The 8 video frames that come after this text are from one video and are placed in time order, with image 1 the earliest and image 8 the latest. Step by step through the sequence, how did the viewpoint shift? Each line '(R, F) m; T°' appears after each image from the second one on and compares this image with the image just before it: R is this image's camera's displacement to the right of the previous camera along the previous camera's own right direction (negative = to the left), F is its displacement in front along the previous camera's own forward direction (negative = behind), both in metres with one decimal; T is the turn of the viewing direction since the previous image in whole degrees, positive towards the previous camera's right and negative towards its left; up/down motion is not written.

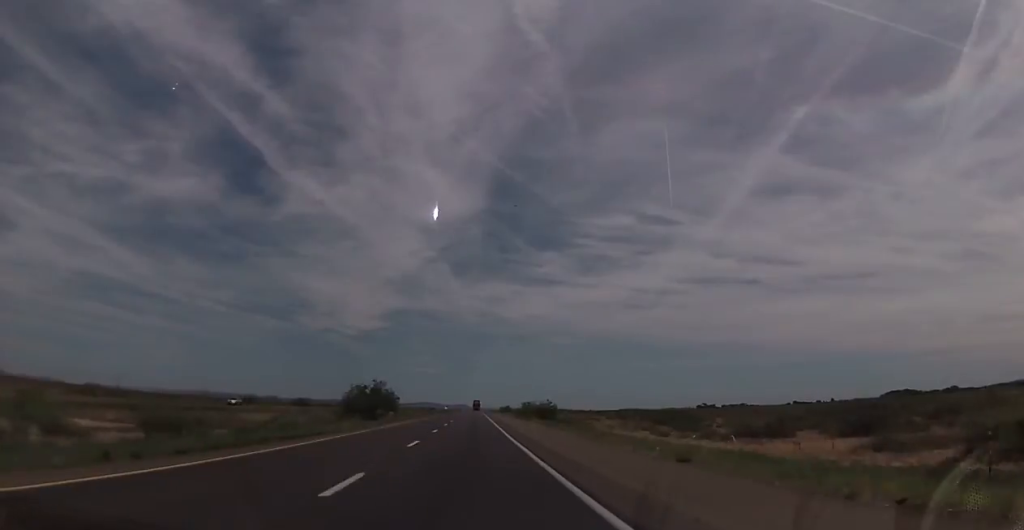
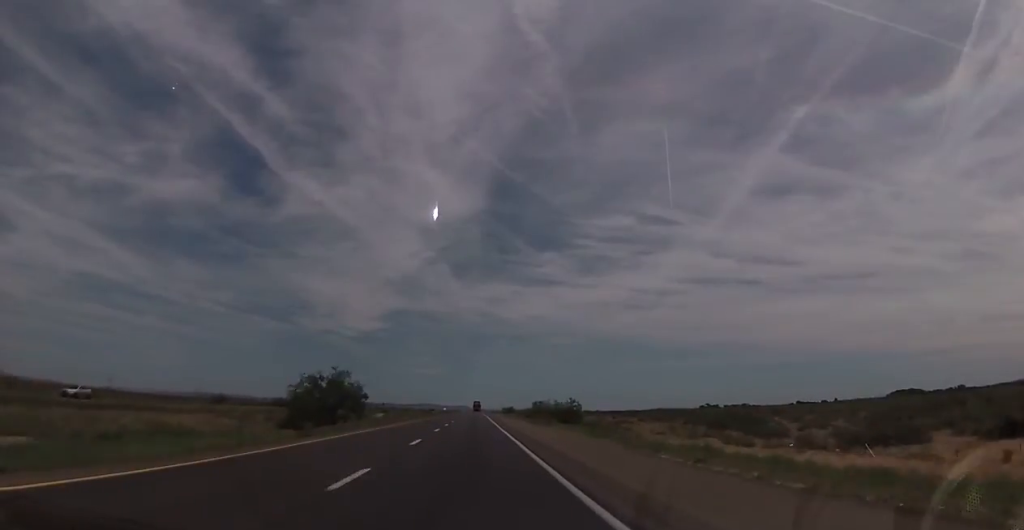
(+0.1, +25.4) m; 0°
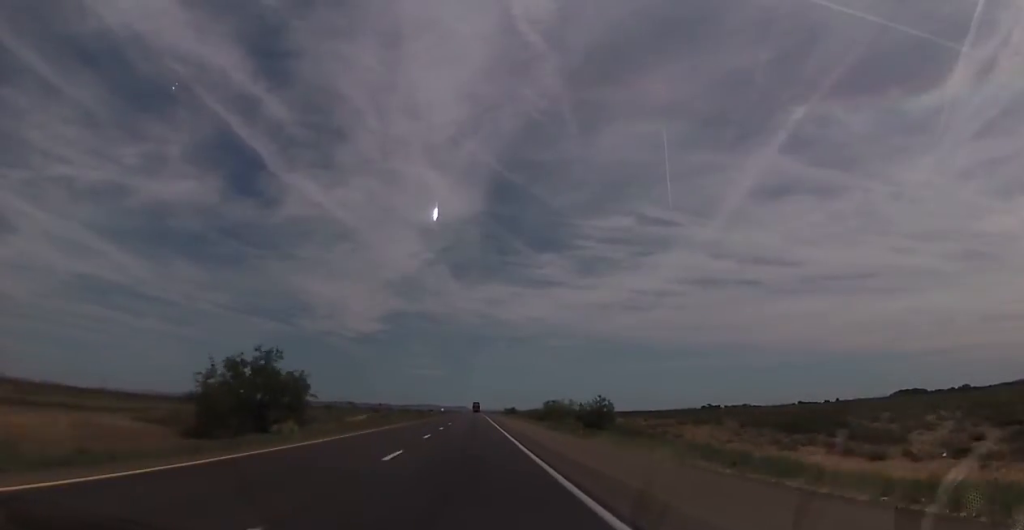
(0.0, +20.1) m; 0°
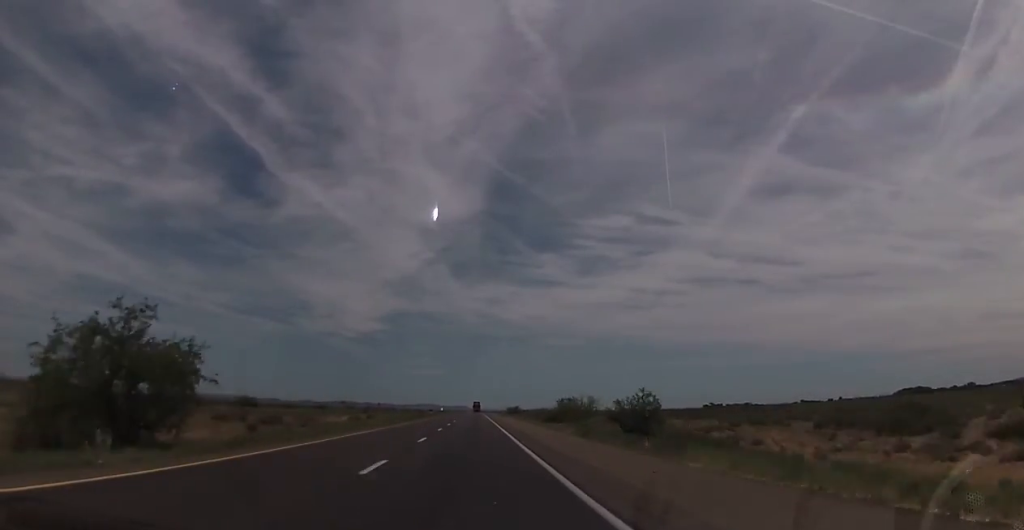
(0.0, +16.4) m; 0°
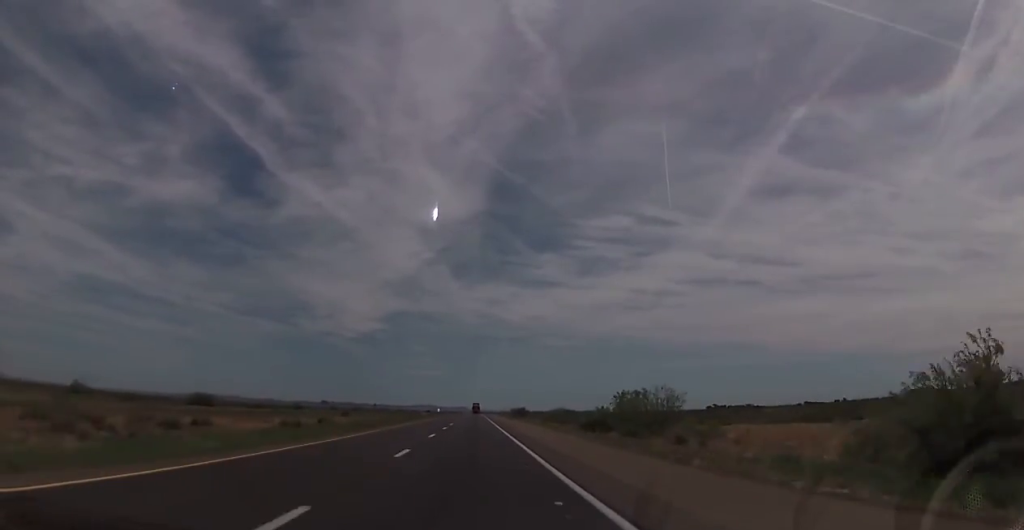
(+0.1, +33.6) m; 0°
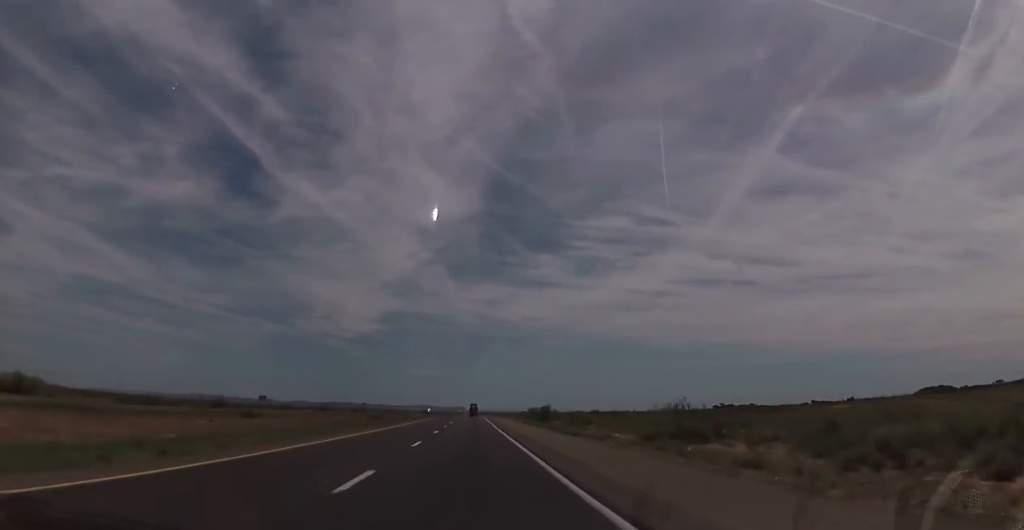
(-0.6, +70.7) m; -1°
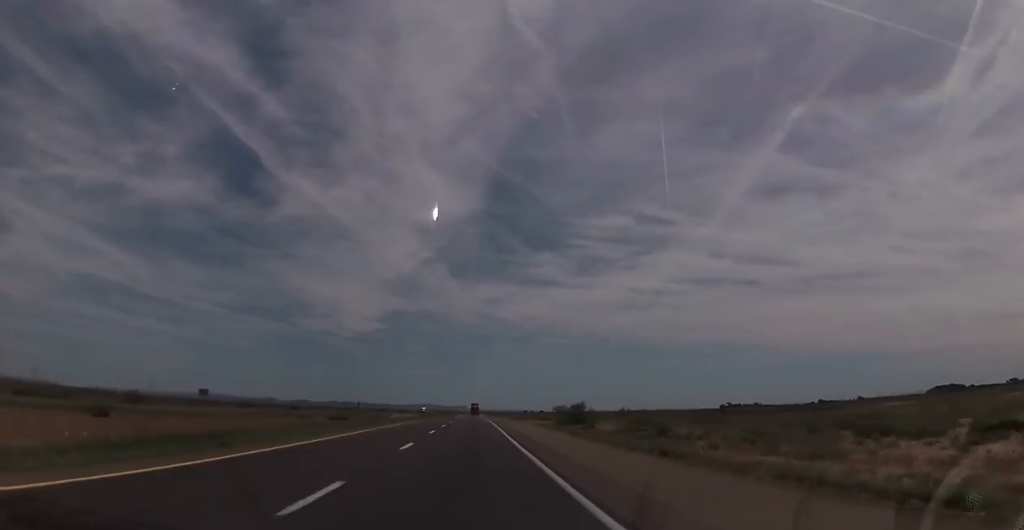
(+0.2, +39.6) m; +1°
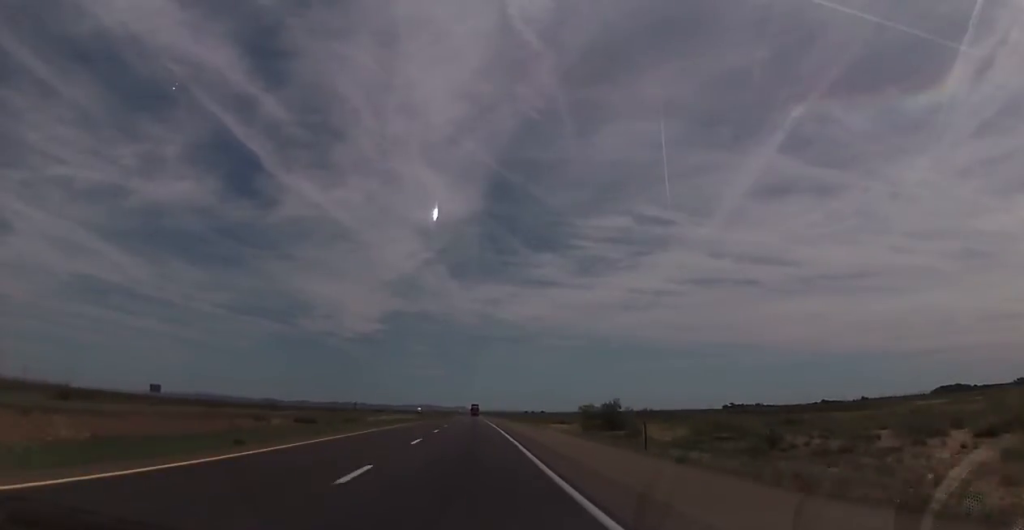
(+0.2, +21.5) m; +1°
